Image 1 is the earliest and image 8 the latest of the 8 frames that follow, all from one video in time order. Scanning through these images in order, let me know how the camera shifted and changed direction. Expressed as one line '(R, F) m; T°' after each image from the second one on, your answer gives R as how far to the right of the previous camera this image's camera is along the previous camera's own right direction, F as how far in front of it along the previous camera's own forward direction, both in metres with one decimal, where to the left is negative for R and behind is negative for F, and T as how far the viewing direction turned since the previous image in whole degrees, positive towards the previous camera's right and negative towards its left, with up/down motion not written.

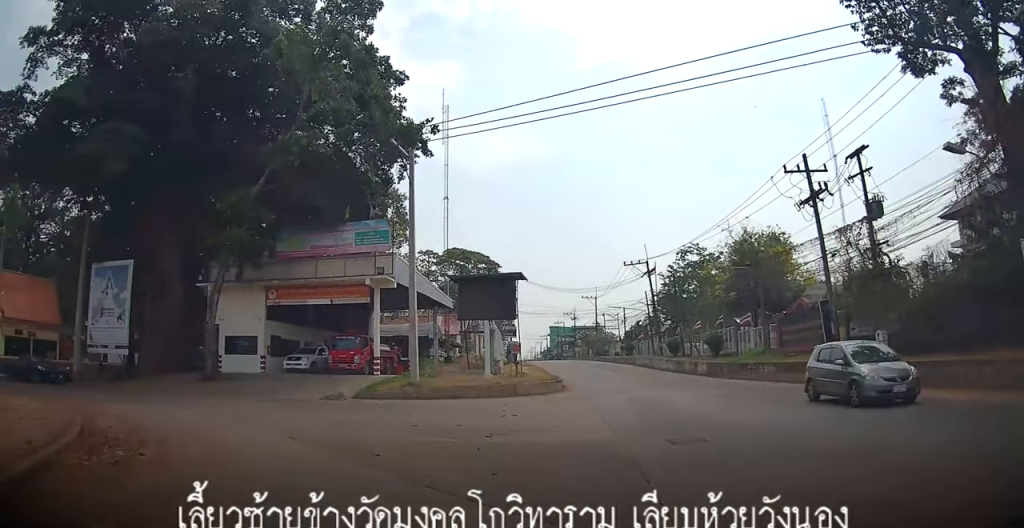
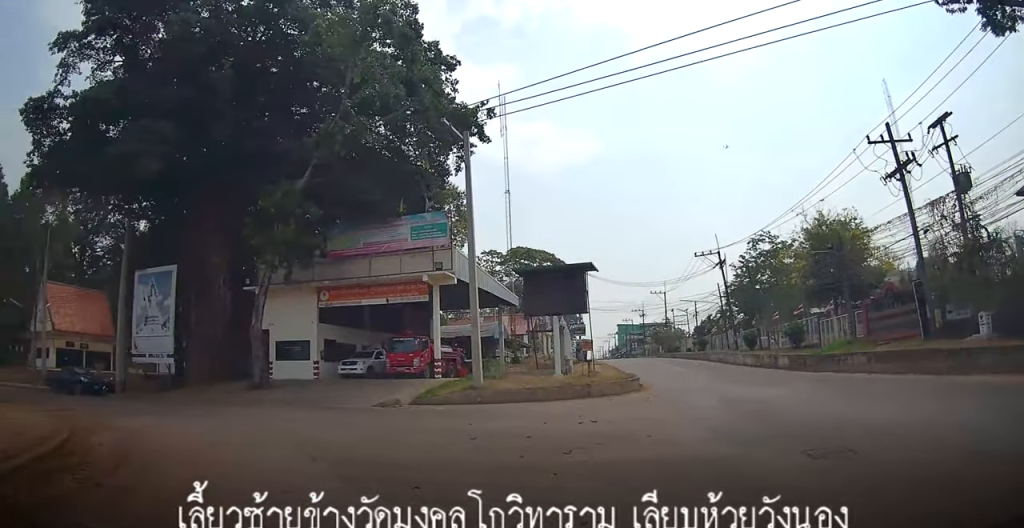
(0.0, +2.0) m; -6°
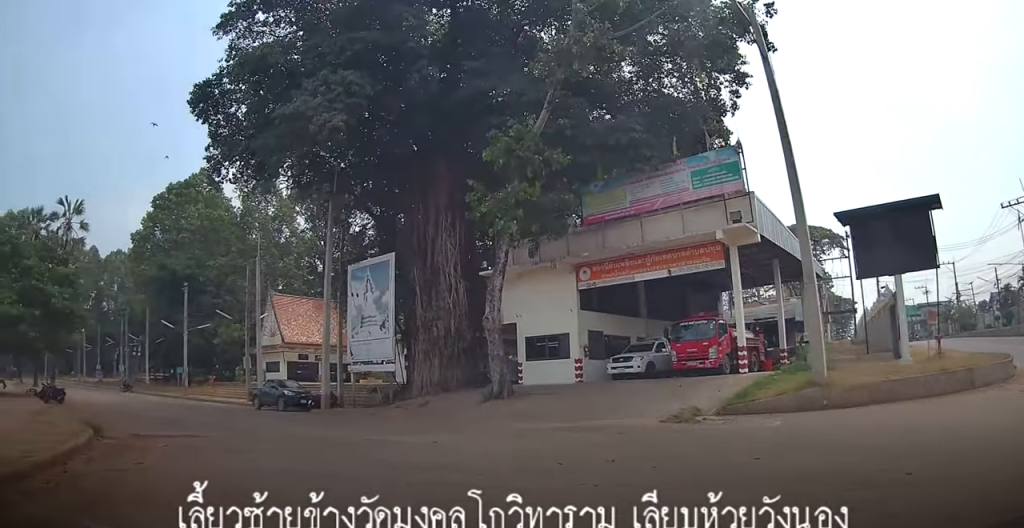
(-1.5, +6.6) m; -23°
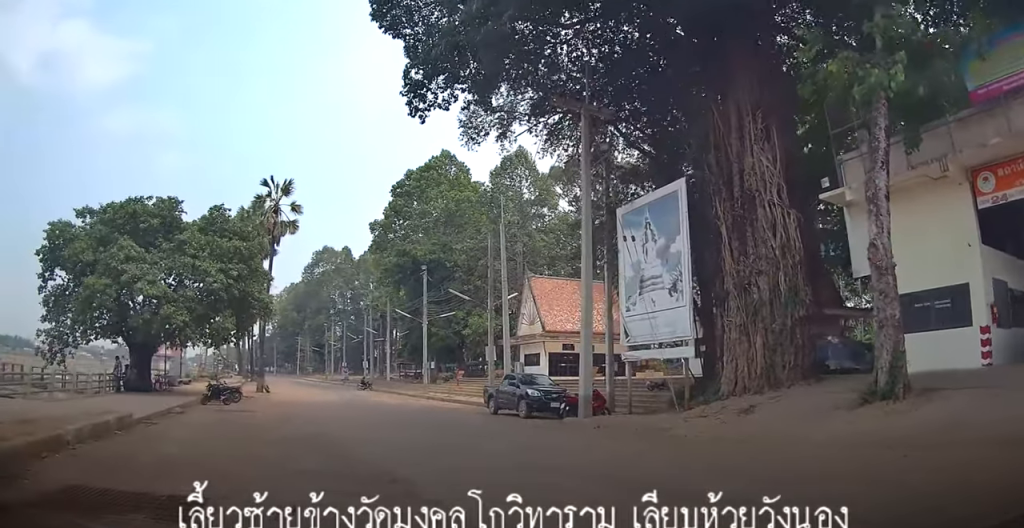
(-2.8, +8.0) m; -35°
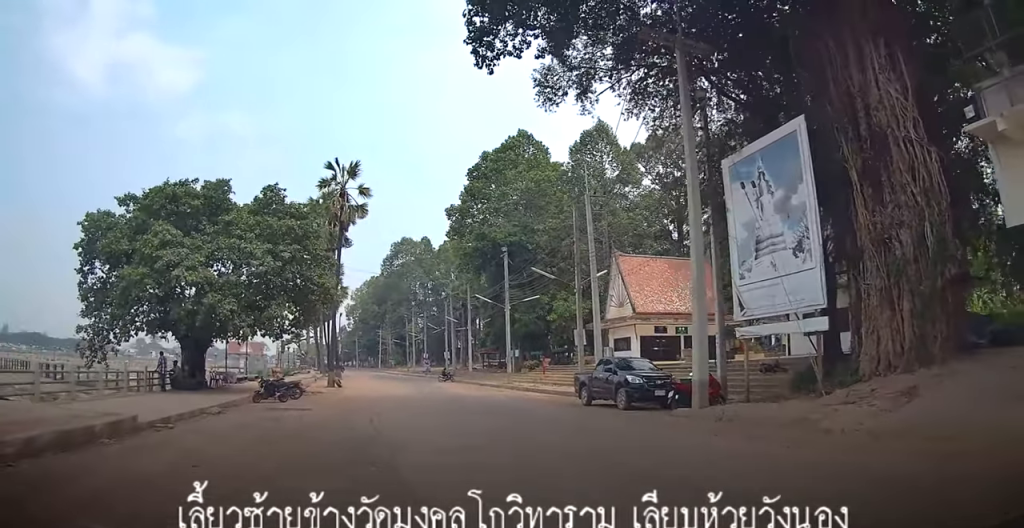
(-0.1, +2.9) m; -3°
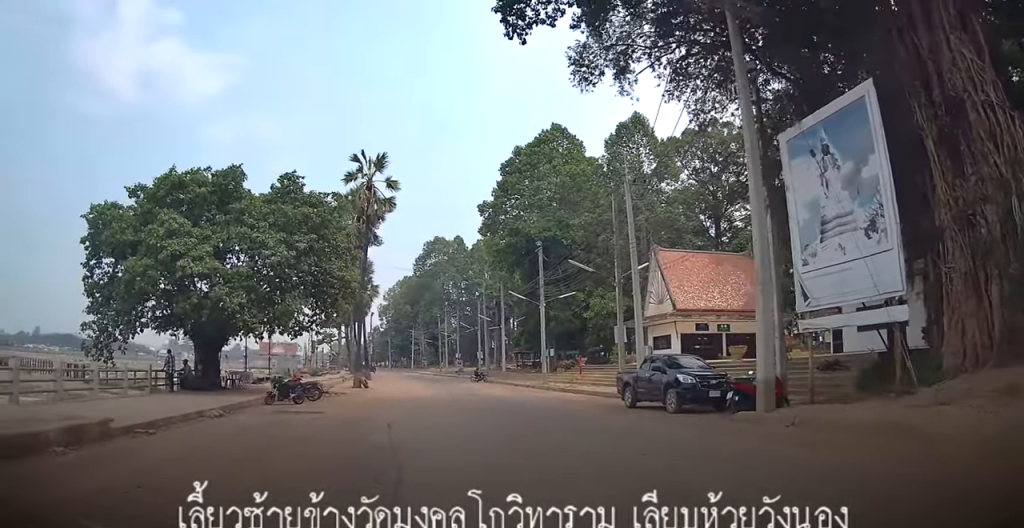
(0.0, +1.7) m; -2°
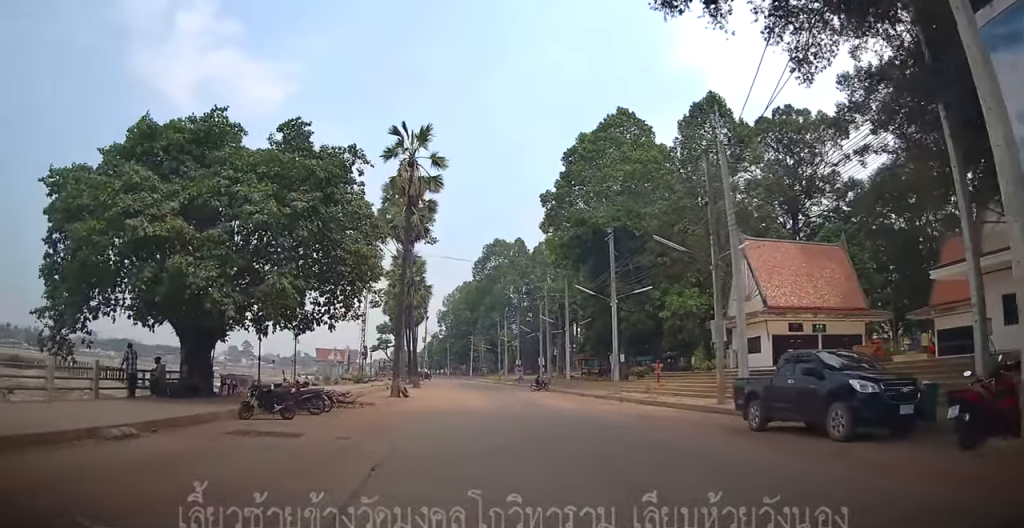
(-0.5, +5.4) m; -13°
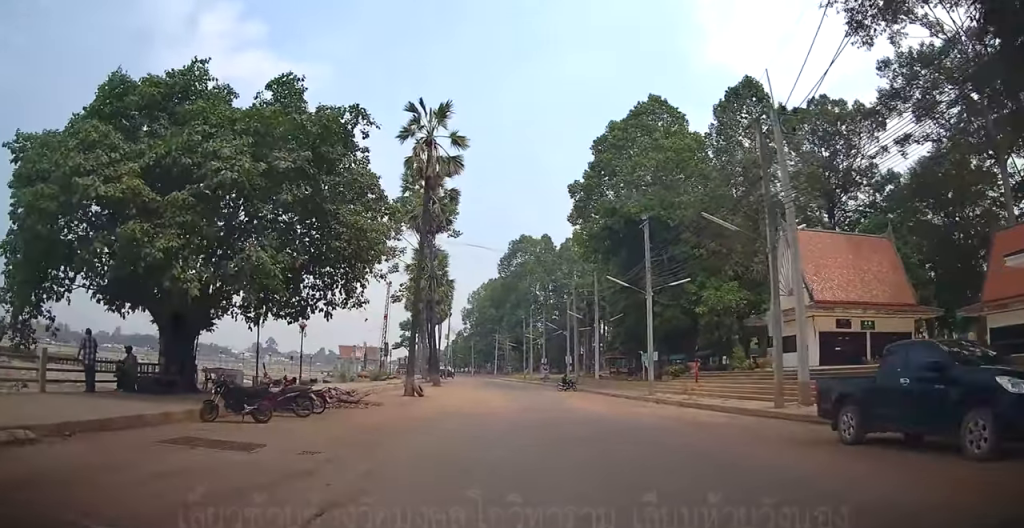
(-0.3, +2.6) m; -5°
